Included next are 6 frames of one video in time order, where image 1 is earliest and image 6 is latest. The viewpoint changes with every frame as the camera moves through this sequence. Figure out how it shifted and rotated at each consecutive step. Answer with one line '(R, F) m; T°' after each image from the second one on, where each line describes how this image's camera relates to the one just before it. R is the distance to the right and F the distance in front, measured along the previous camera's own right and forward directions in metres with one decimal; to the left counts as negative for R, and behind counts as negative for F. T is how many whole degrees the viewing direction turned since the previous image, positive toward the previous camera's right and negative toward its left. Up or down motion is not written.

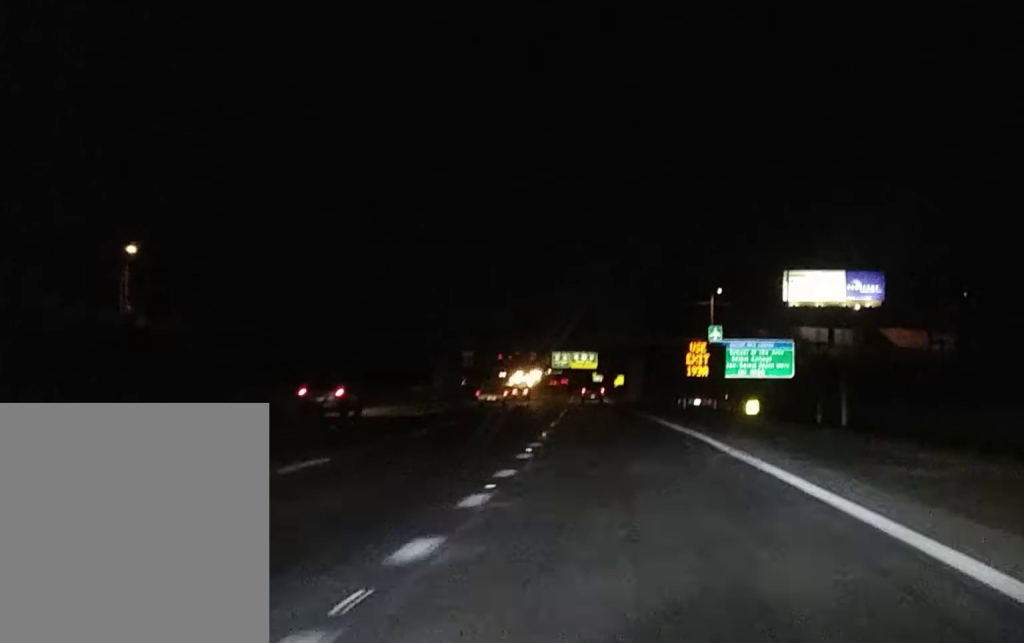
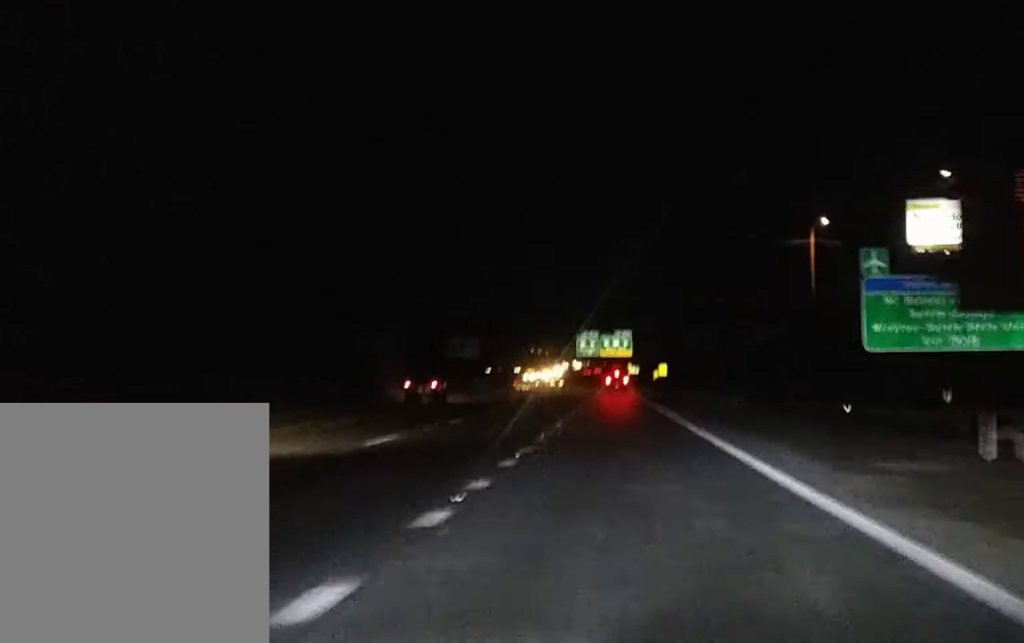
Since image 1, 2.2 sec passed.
(-1.2, +56.2) m; -2°
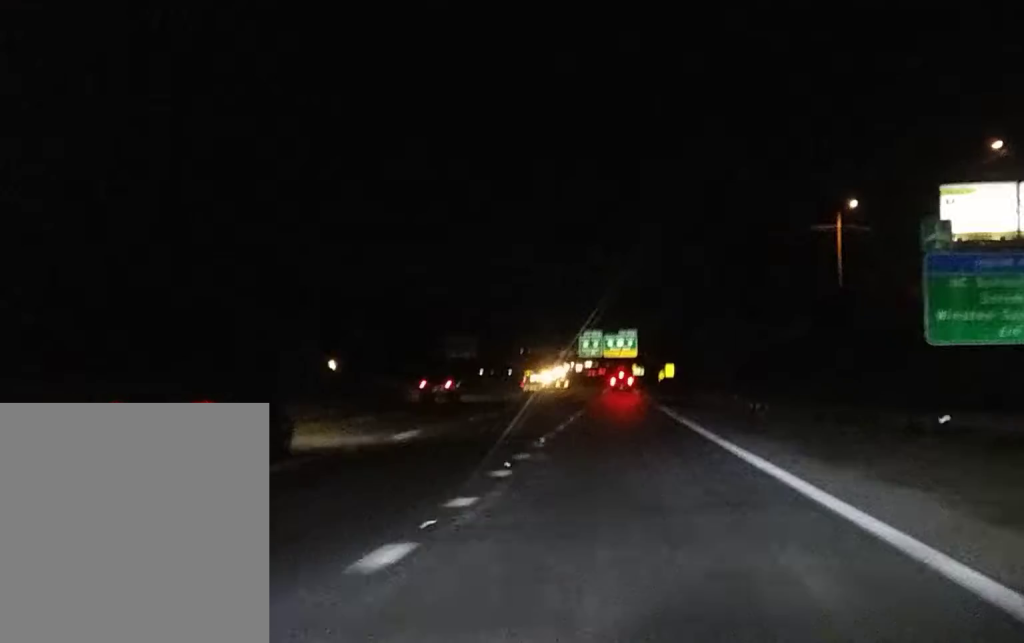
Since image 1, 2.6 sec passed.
(-0.1, +12.9) m; 0°
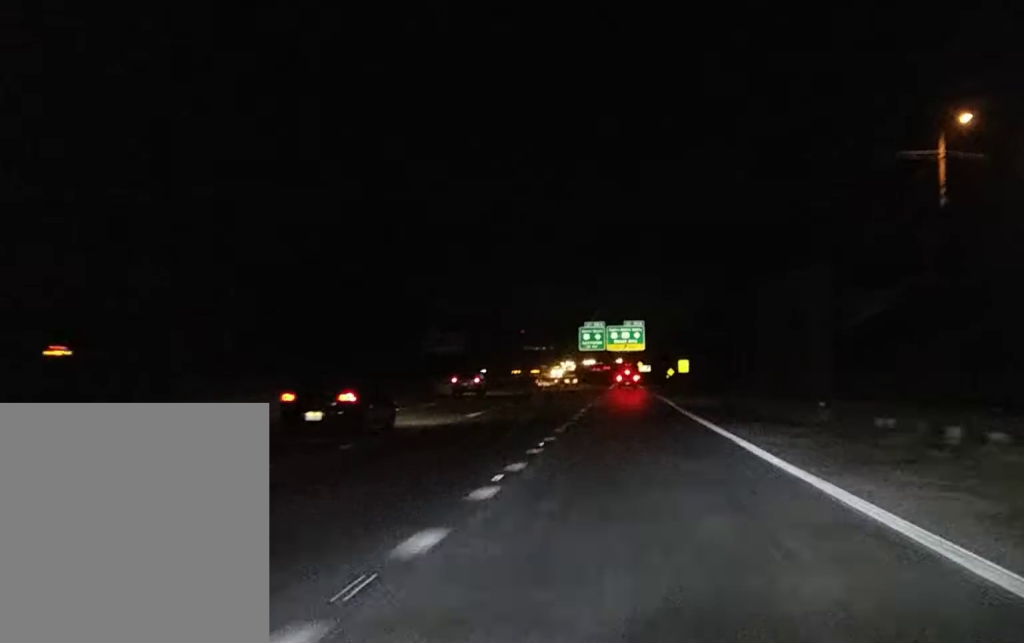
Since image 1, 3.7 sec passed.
(-0.2, +32.8) m; -1°
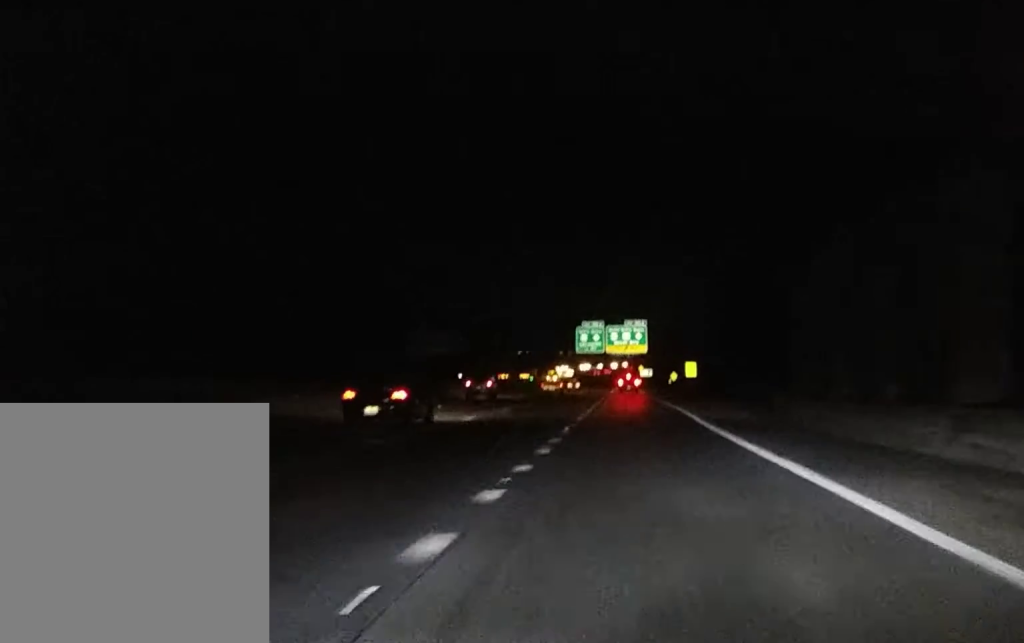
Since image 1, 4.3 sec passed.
(0.0, +19.8) m; 0°
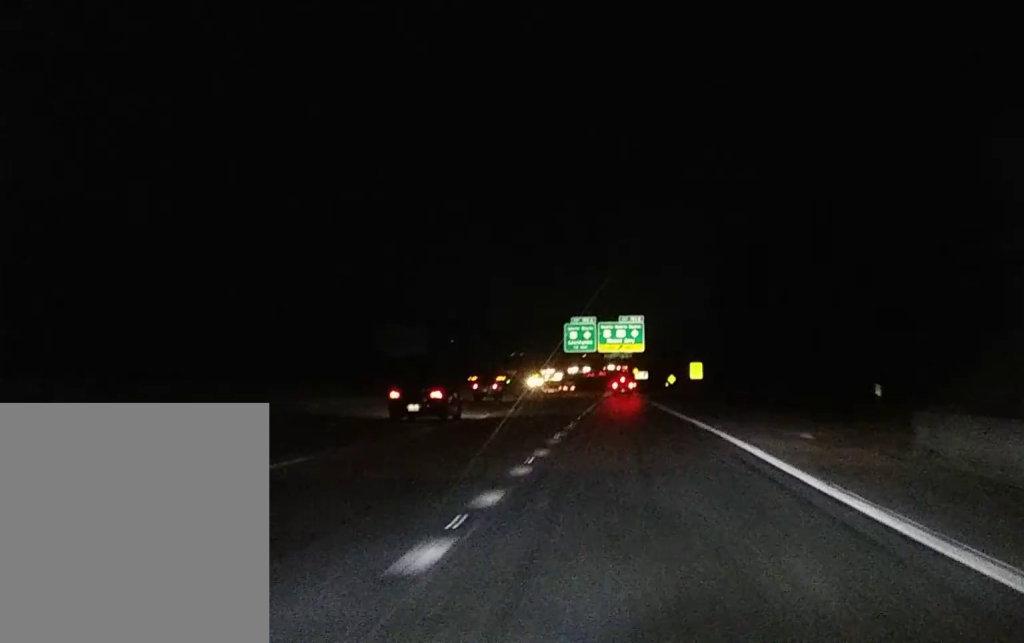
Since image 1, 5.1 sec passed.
(0.0, +22.4) m; +1°
